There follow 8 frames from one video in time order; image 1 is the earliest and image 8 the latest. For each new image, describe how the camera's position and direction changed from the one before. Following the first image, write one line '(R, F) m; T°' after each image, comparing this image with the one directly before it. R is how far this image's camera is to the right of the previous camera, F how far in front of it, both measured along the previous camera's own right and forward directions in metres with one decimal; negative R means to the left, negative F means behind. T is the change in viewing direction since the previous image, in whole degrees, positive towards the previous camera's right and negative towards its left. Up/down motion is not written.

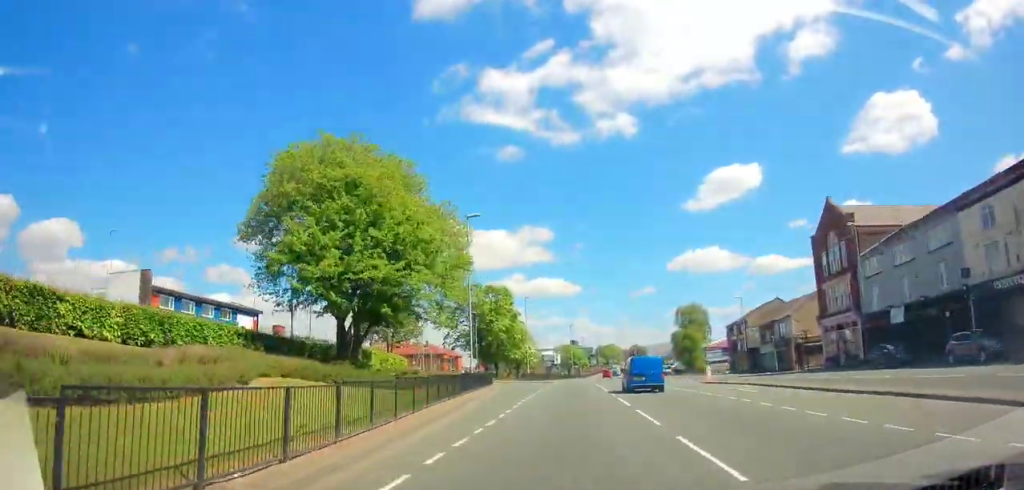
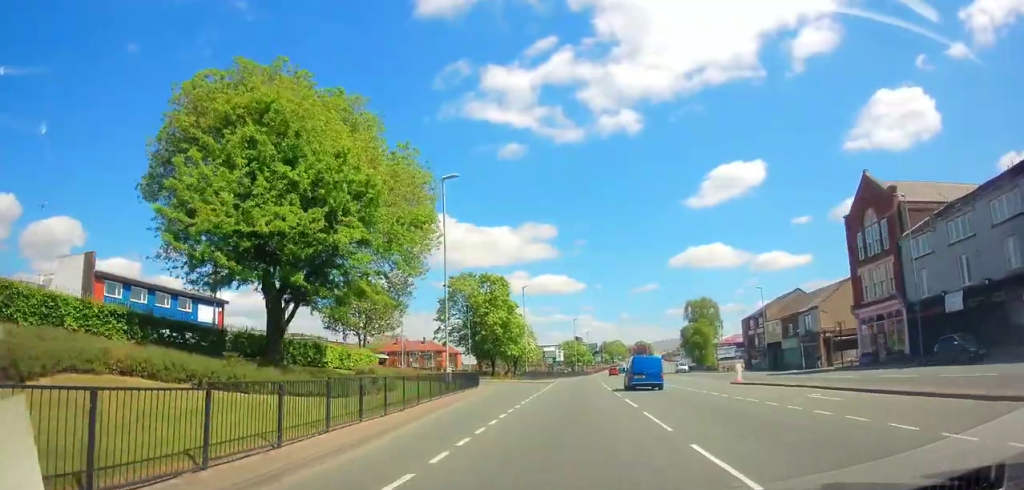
(+0.1, +5.9) m; 0°
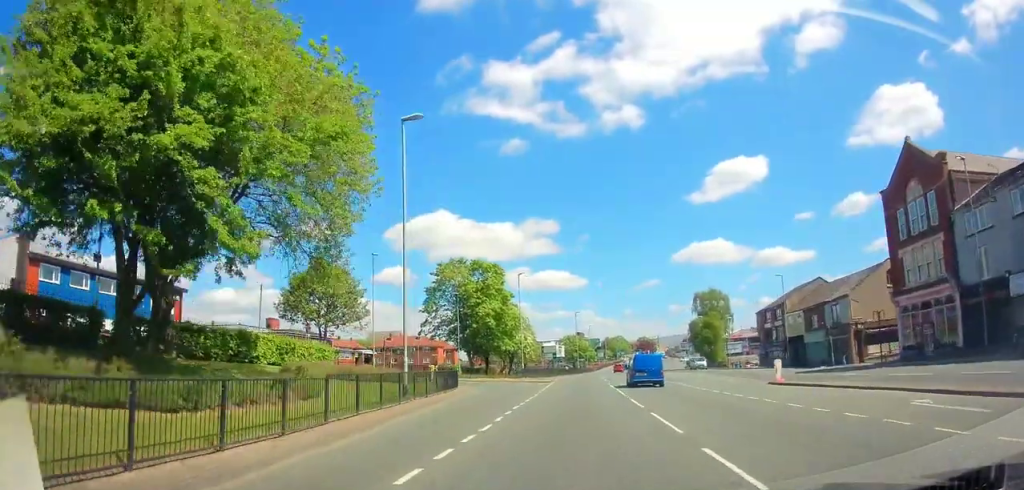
(0.0, +6.3) m; -1°
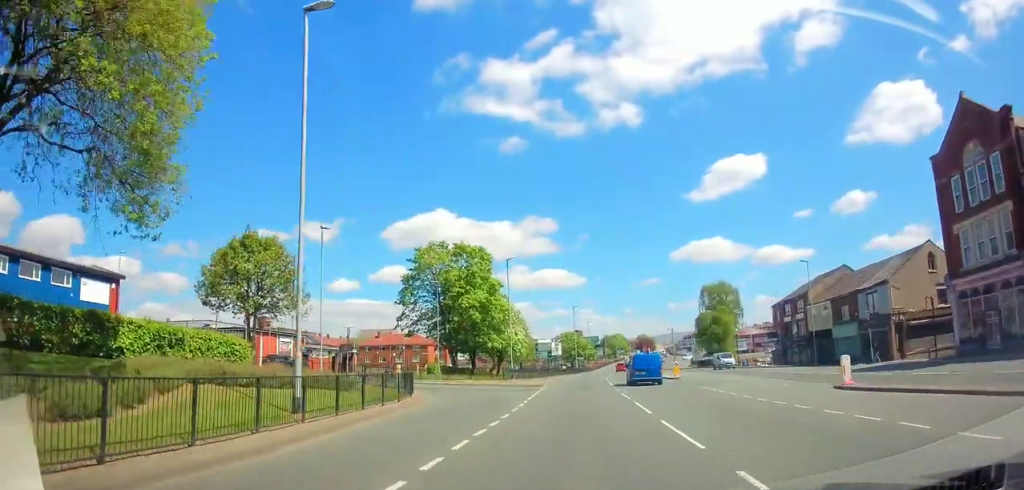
(-0.2, +7.3) m; 0°
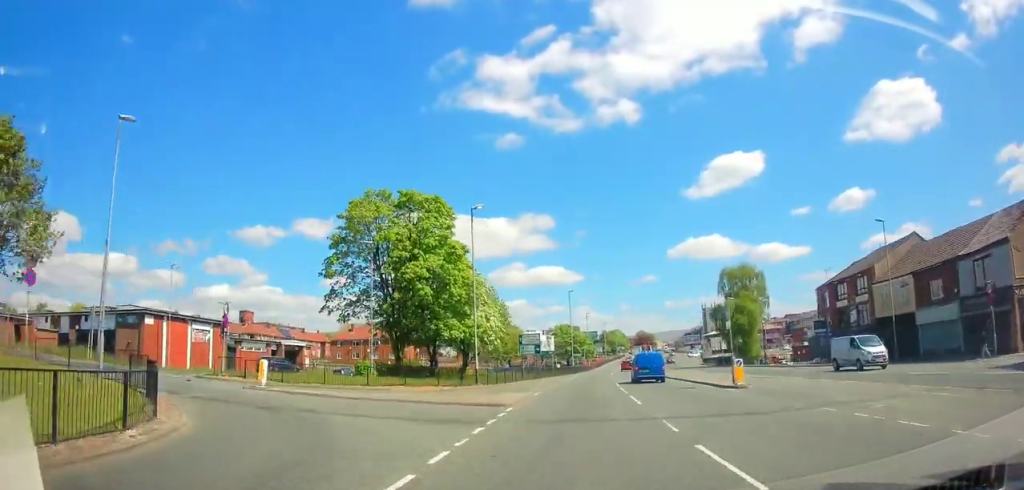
(+0.3, +14.8) m; 0°
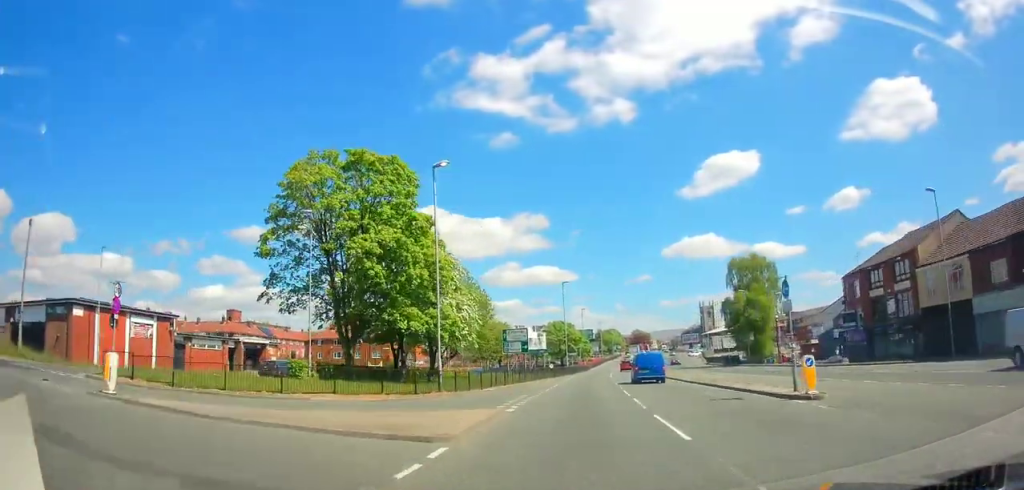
(-0.2, +7.9) m; -1°
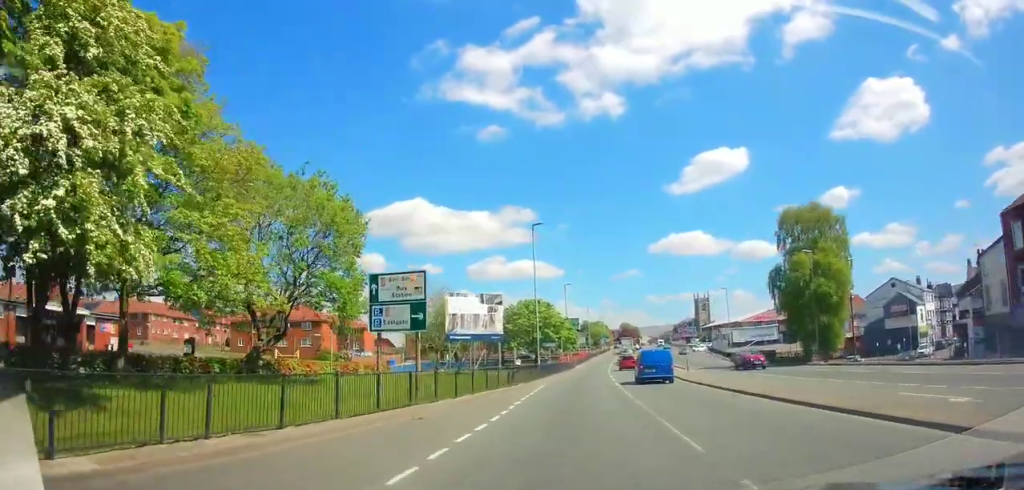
(+0.3, +25.5) m; +3°
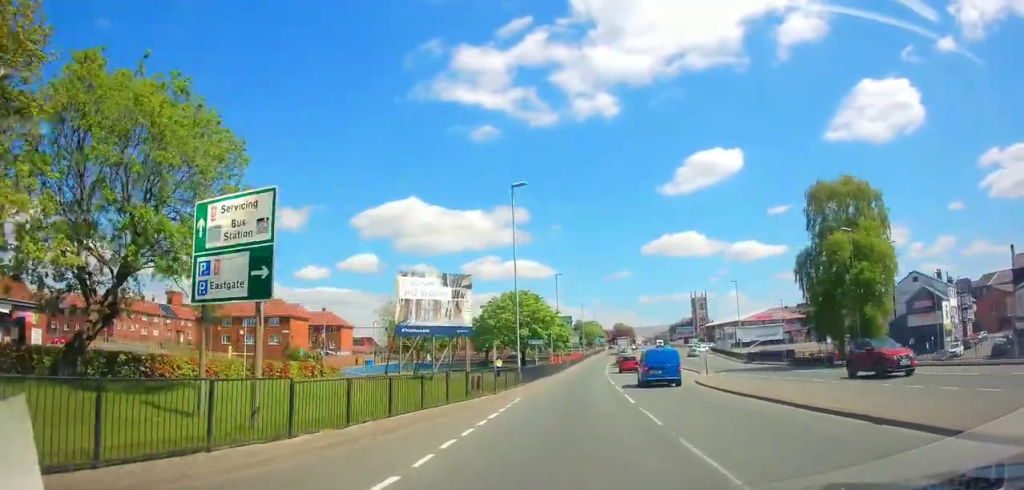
(+0.3, +8.8) m; +1°
